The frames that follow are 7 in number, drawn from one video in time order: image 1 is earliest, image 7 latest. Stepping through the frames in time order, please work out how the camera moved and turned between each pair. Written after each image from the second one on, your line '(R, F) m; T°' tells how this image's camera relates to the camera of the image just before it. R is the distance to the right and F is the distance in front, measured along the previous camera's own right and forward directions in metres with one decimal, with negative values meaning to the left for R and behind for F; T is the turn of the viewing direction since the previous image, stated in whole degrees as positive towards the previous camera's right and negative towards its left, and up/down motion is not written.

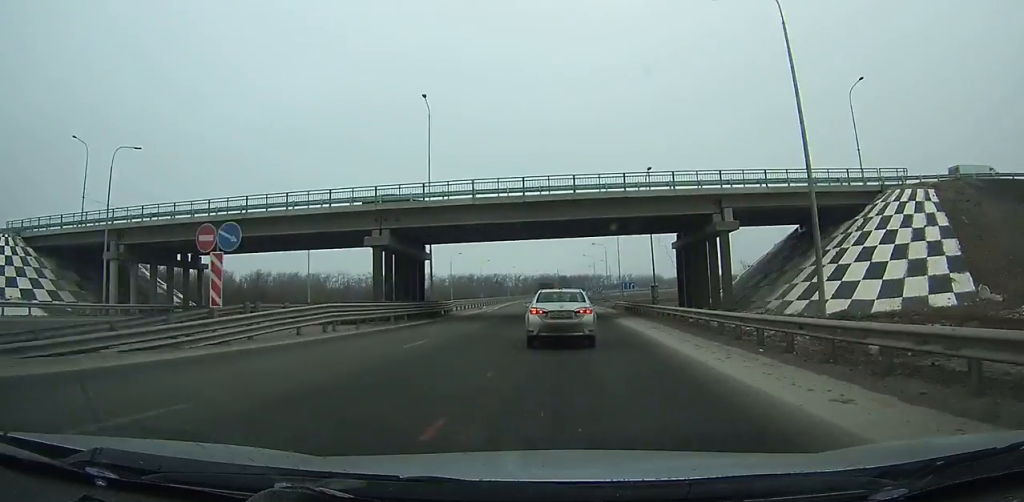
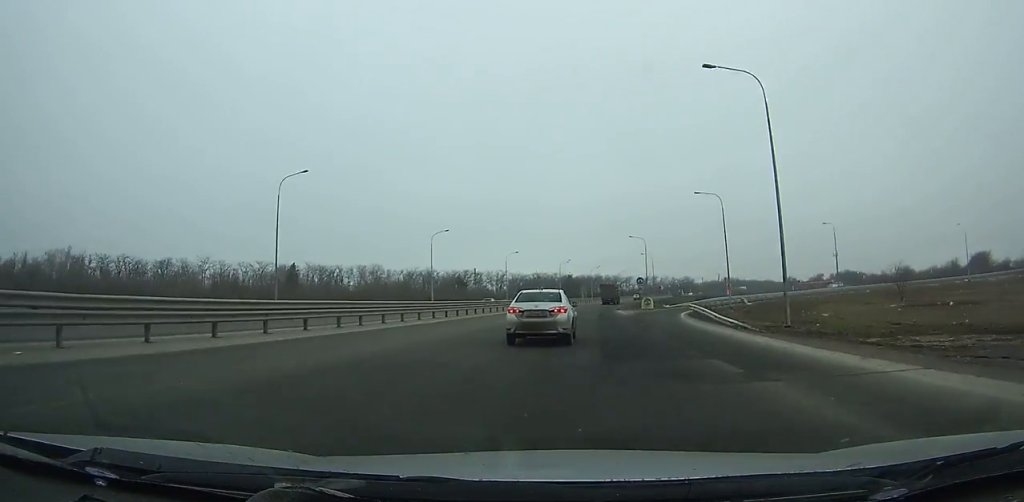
(-0.1, +135.0) m; +3°
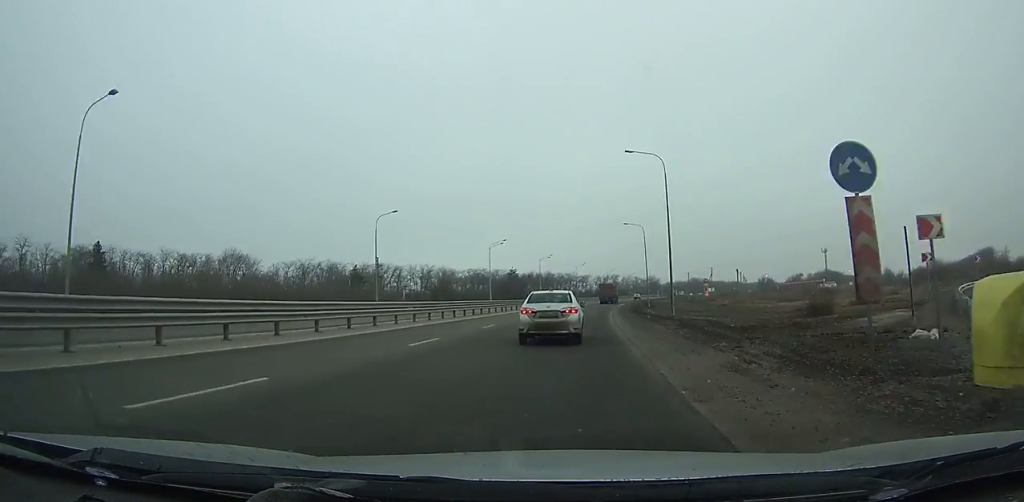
(+2.8, +61.7) m; +5°
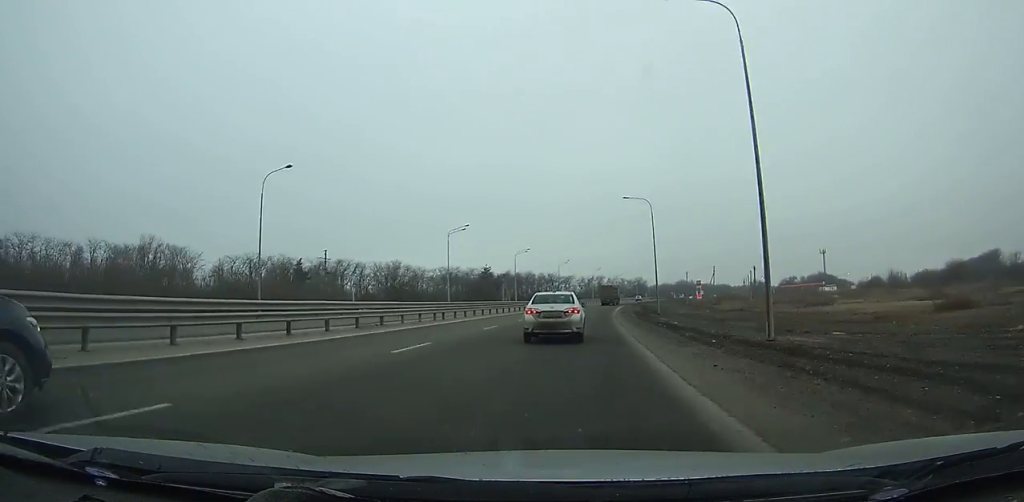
(+0.7, +23.9) m; +2°
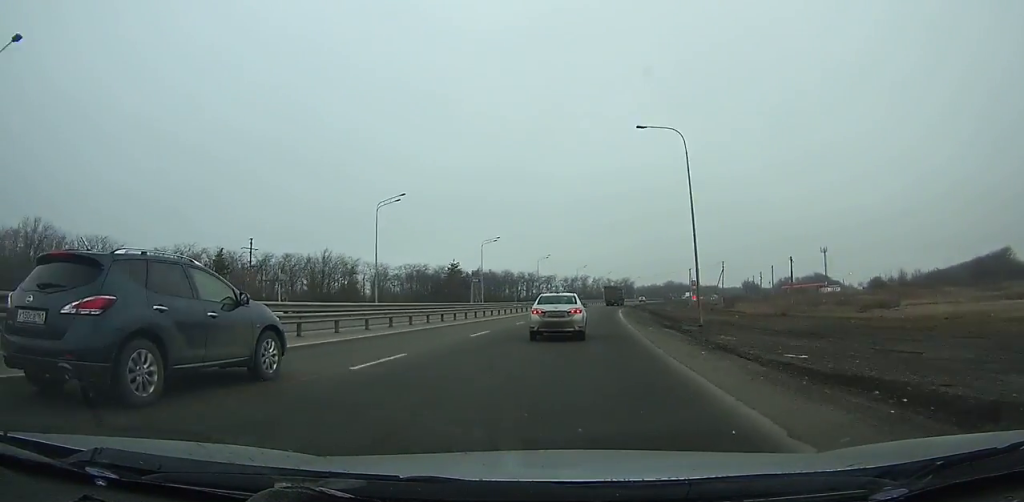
(-0.1, +25.9) m; +2°
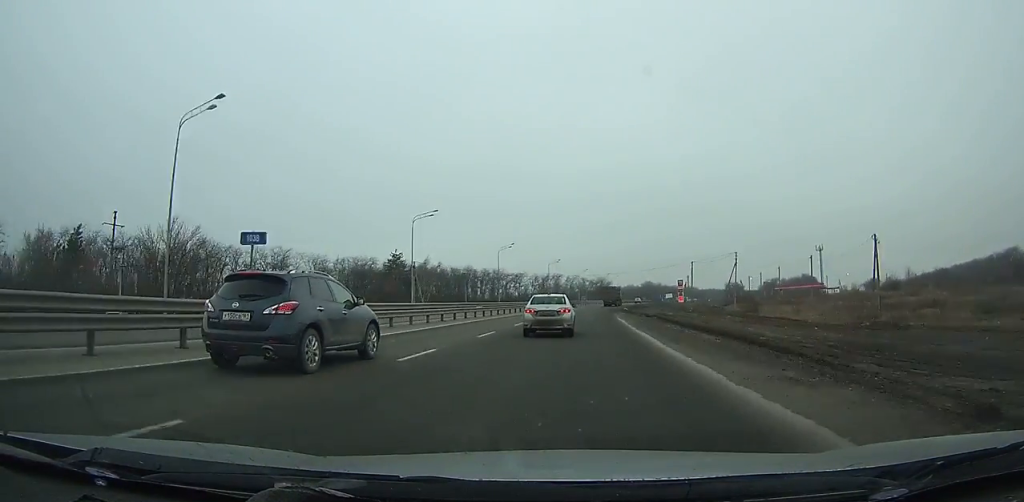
(+1.1, +30.2) m; +2°
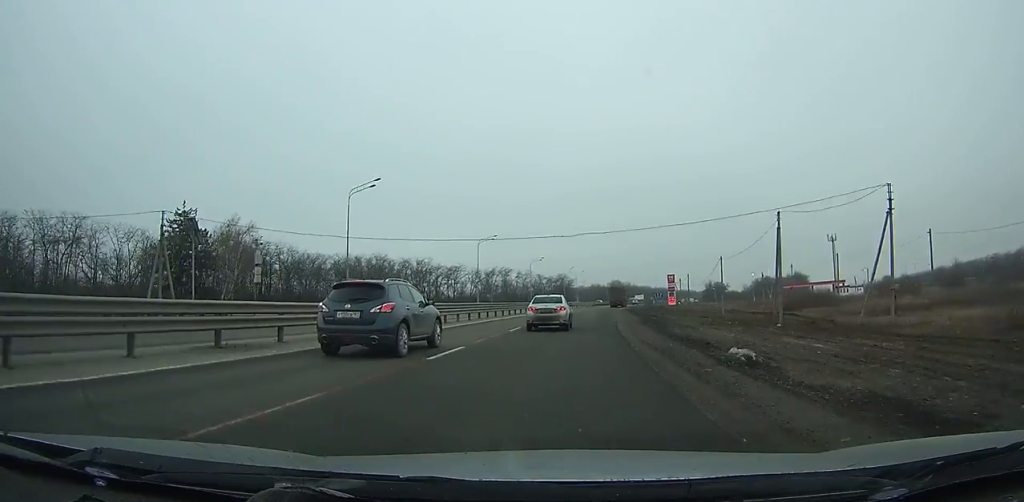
(+2.4, +61.0) m; +4°
